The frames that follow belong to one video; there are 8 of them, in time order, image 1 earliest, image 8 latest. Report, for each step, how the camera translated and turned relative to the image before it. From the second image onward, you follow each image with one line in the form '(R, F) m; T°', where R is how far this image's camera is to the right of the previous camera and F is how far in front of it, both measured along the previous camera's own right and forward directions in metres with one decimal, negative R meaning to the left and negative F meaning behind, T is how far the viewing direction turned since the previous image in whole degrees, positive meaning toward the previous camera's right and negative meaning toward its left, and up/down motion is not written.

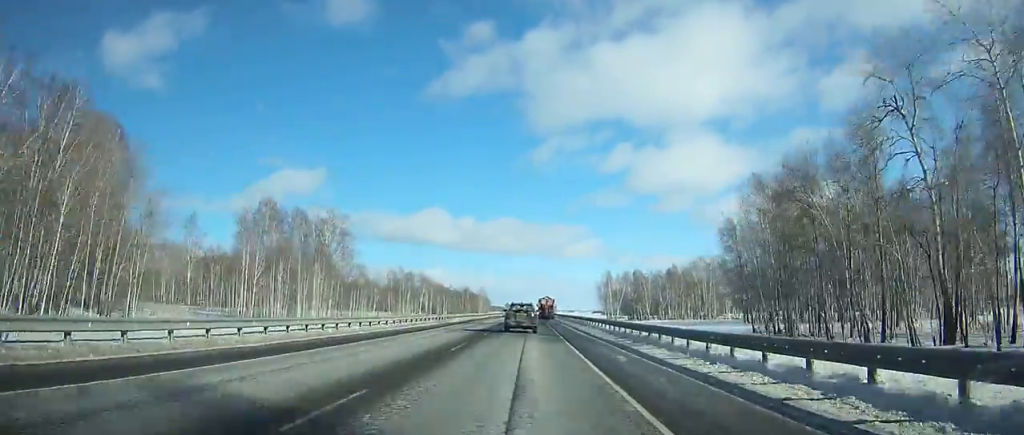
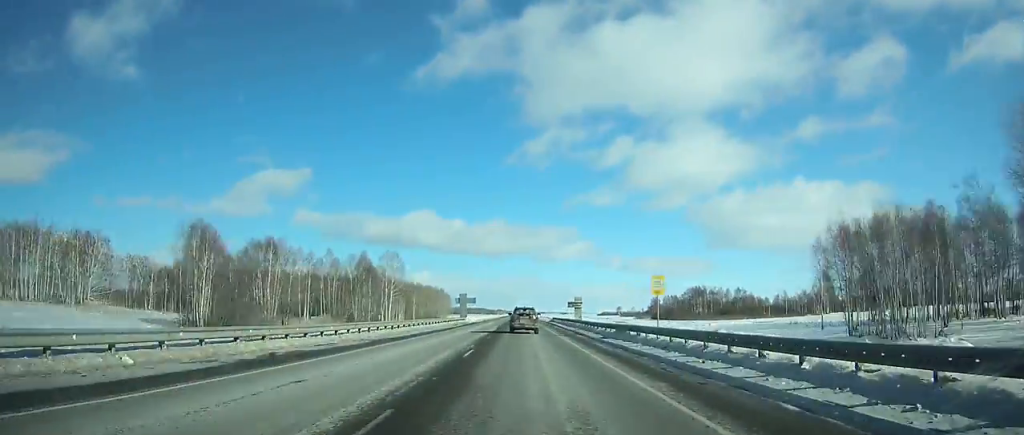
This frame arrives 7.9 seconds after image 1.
(+1.1, +186.0) m; +1°
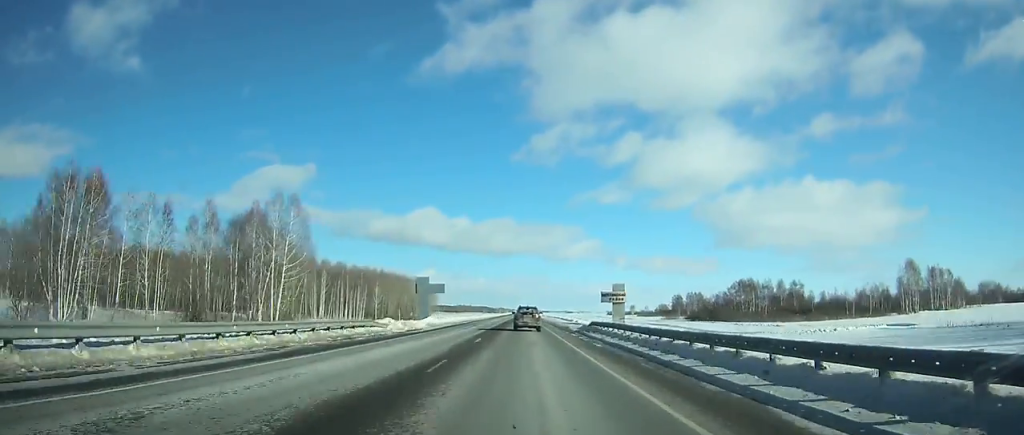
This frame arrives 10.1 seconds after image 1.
(+0.1, +51.8) m; 0°
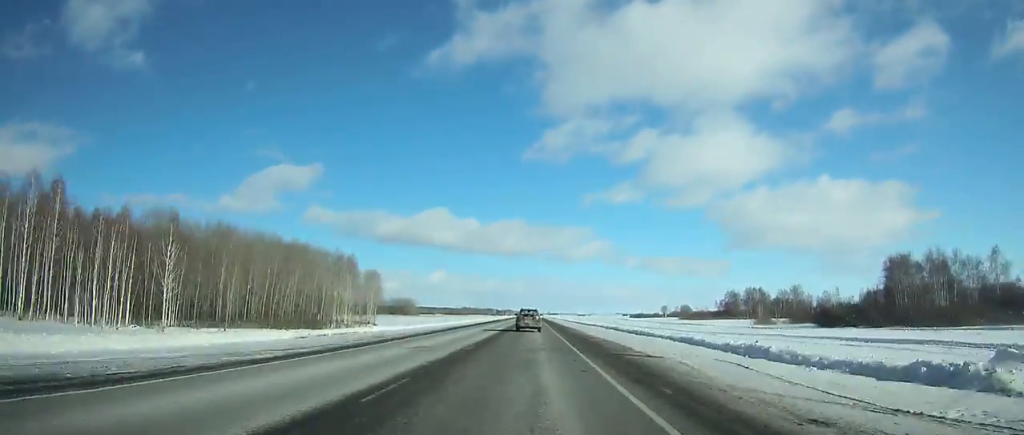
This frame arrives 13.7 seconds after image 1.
(-0.4, +88.4) m; 0°
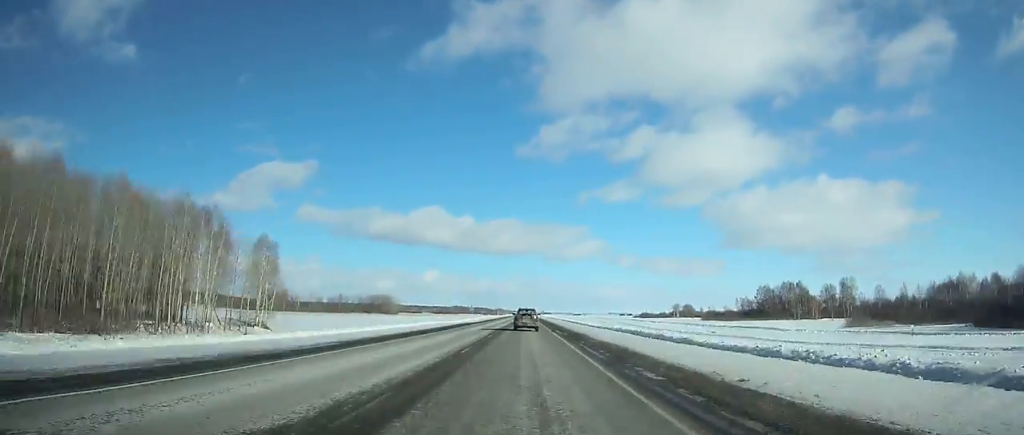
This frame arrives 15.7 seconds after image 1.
(-0.2, +50.7) m; 0°
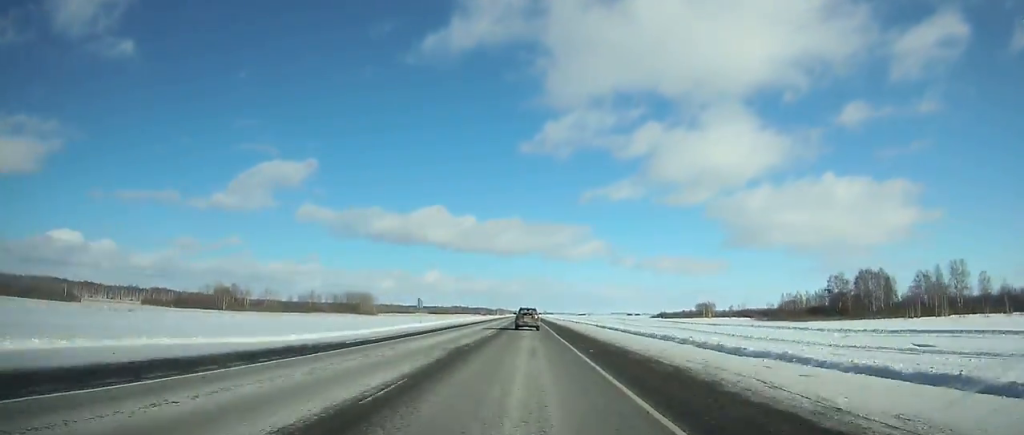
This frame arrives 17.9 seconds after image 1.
(+0.3, +58.5) m; 0°
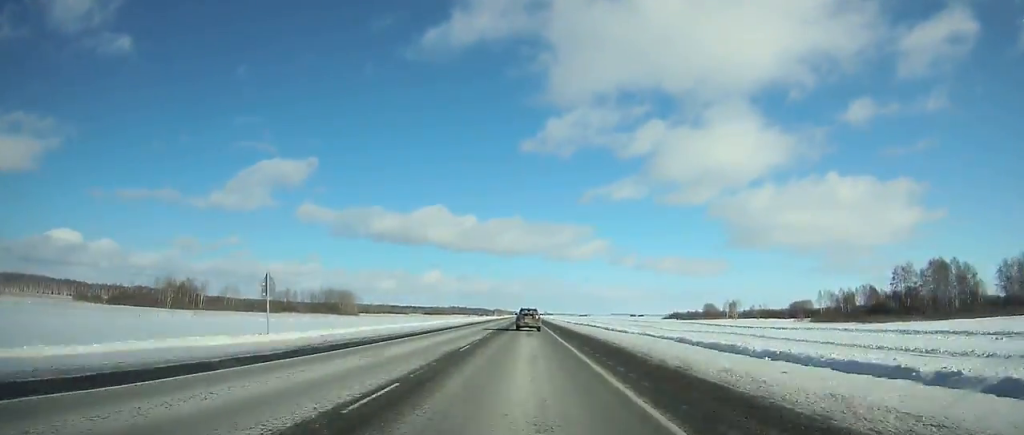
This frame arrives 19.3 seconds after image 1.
(+0.1, +37.9) m; 0°
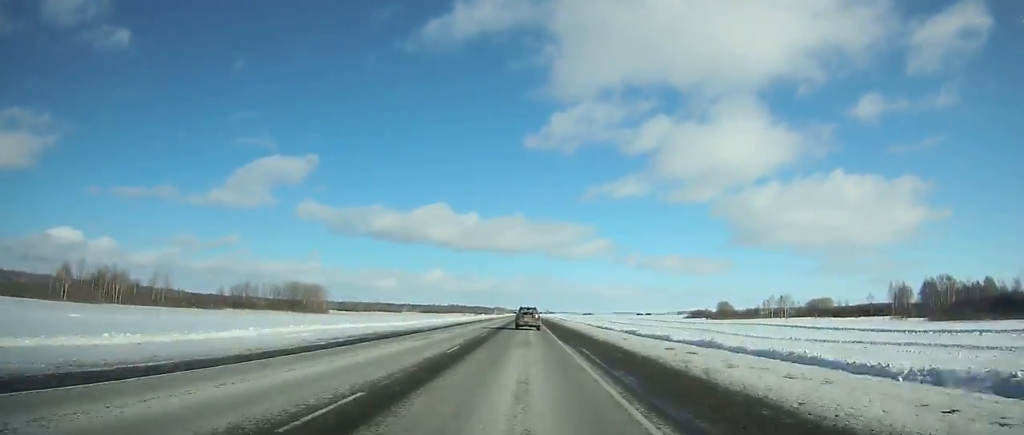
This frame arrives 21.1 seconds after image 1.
(0.0, +49.7) m; 0°
